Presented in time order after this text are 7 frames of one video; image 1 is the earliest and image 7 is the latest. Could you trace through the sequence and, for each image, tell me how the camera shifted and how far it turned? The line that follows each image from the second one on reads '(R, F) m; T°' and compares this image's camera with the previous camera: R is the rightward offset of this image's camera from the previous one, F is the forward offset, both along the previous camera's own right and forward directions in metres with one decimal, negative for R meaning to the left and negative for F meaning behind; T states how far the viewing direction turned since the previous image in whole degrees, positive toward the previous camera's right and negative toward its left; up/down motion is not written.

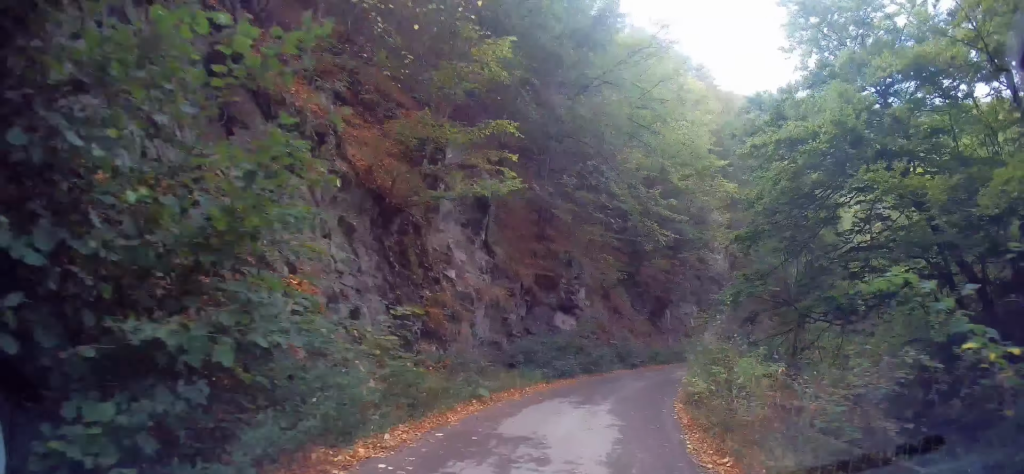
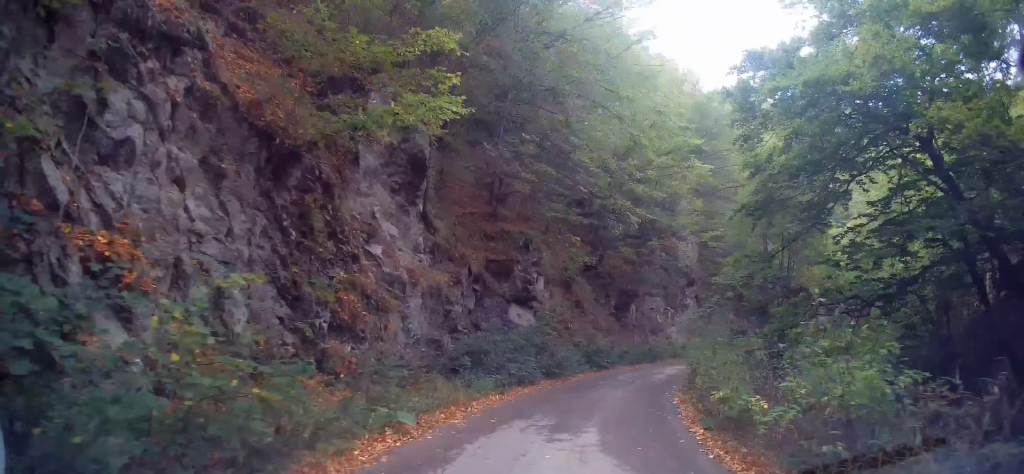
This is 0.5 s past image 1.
(+0.1, +3.7) m; +4°
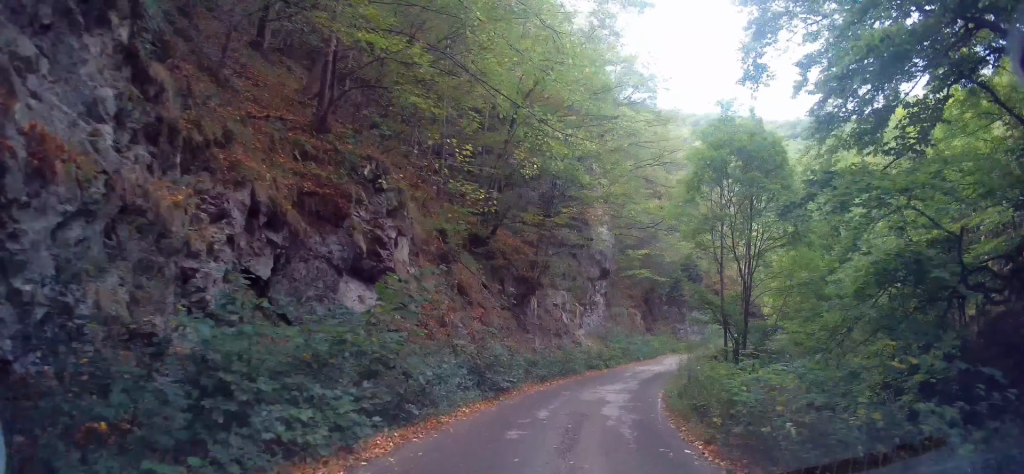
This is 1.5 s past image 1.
(+0.8, +8.3) m; +14°
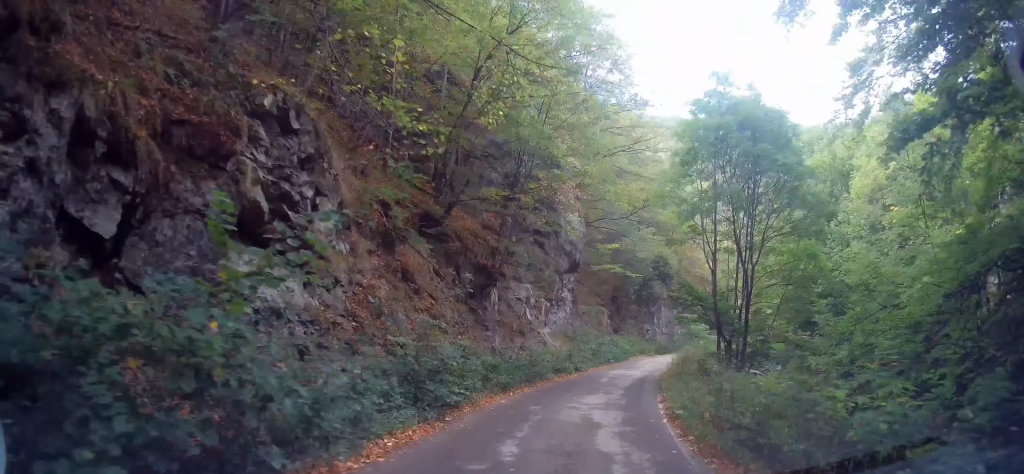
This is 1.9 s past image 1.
(+0.3, +3.3) m; +6°
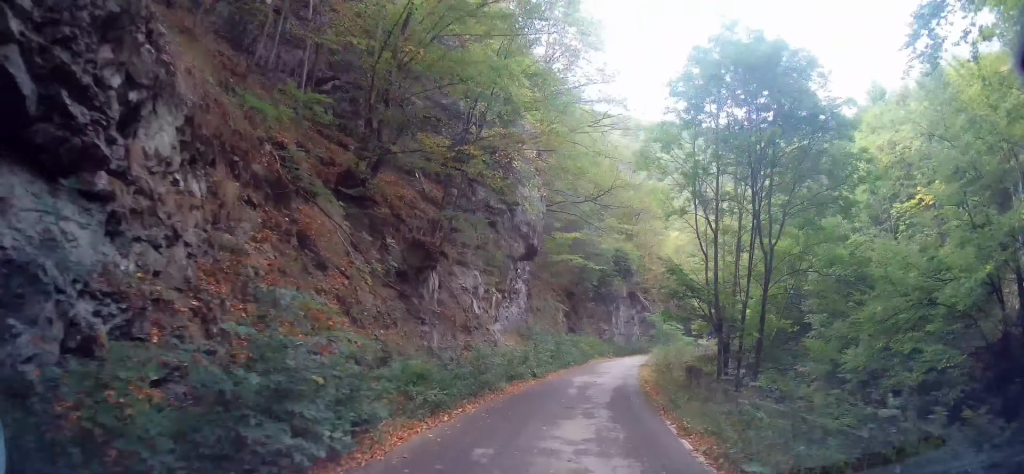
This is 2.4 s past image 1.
(+0.2, +4.2) m; +6°
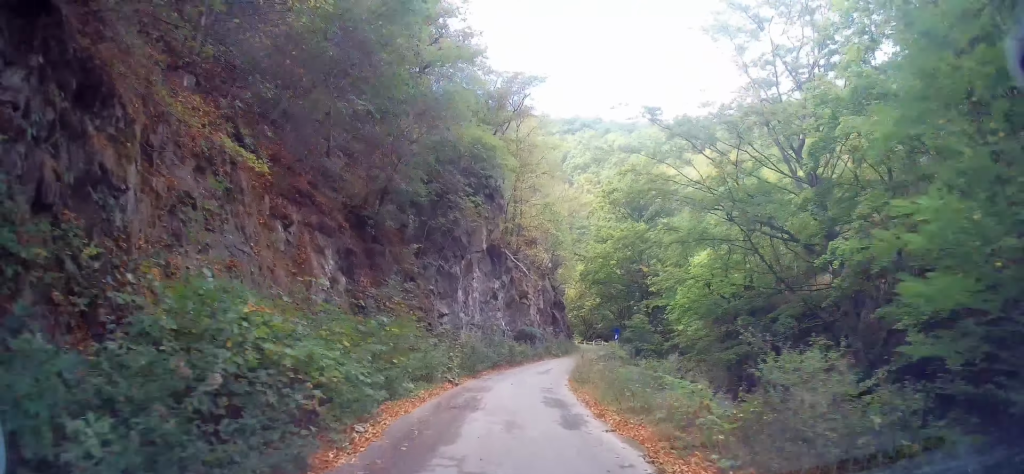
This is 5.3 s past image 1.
(+4.0, +25.9) m; +12°
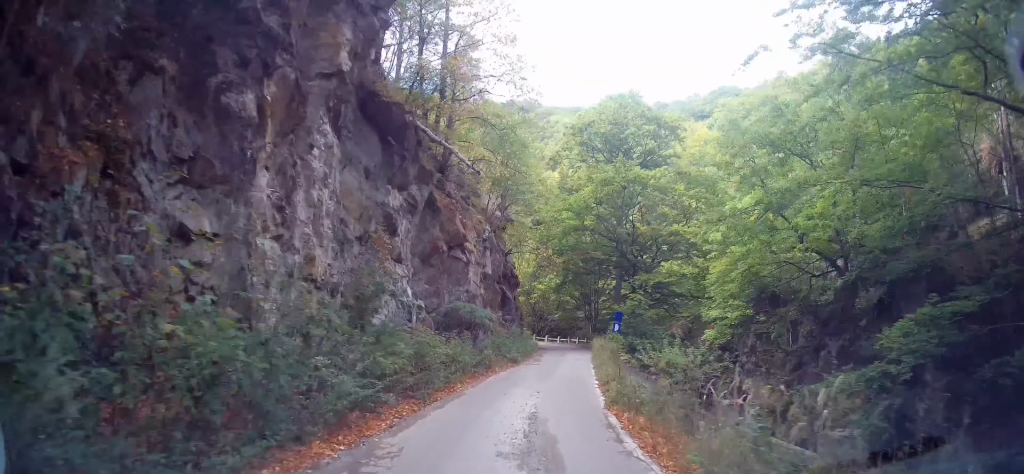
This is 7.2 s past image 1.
(+1.6, +17.3) m; +12°
